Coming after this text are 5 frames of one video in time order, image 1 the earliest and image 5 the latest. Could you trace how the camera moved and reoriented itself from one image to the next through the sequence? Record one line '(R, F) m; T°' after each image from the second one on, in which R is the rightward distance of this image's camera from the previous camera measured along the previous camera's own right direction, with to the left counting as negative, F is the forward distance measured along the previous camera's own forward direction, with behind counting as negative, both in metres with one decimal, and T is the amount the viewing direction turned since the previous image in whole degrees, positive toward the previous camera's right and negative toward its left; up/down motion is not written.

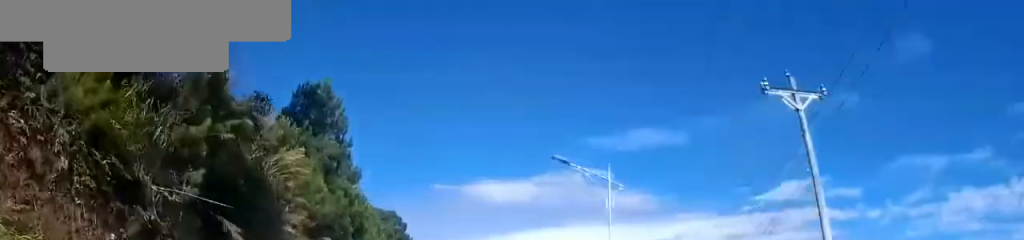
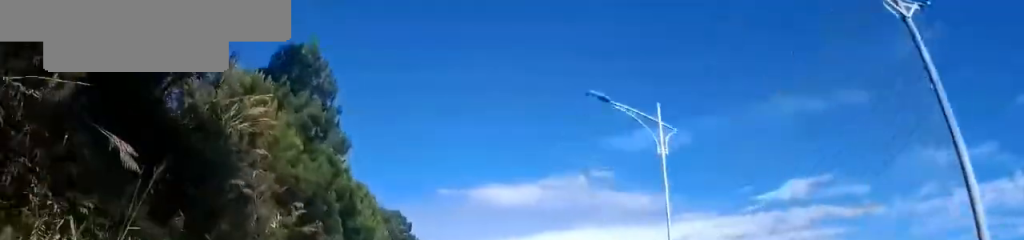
(0.0, +4.2) m; -3°
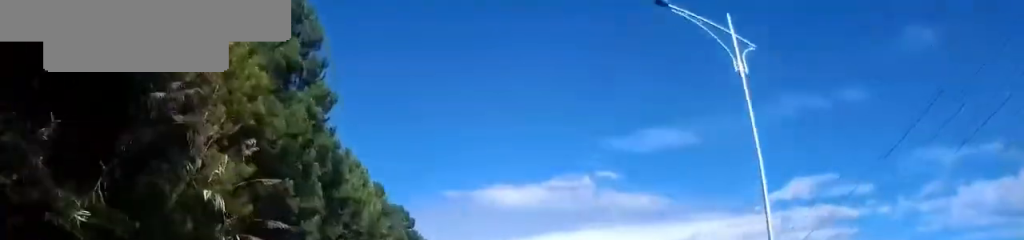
(-0.2, +4.2) m; -1°
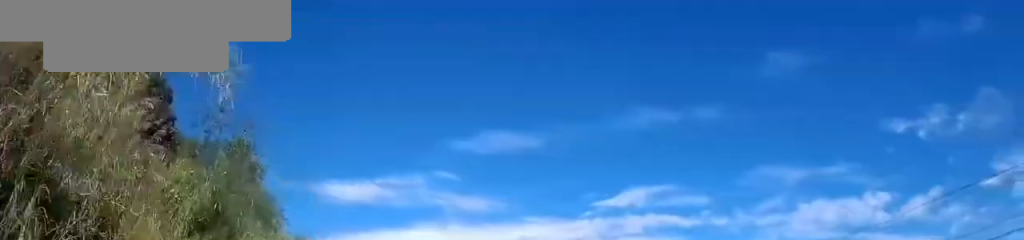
(+4.8, +49.6) m; +17°
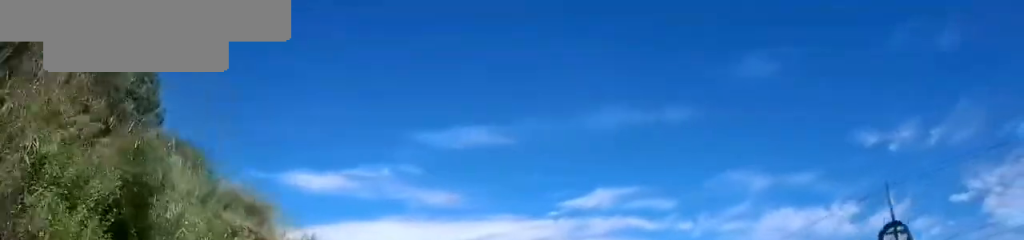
(+0.4, +10.3) m; -4°
